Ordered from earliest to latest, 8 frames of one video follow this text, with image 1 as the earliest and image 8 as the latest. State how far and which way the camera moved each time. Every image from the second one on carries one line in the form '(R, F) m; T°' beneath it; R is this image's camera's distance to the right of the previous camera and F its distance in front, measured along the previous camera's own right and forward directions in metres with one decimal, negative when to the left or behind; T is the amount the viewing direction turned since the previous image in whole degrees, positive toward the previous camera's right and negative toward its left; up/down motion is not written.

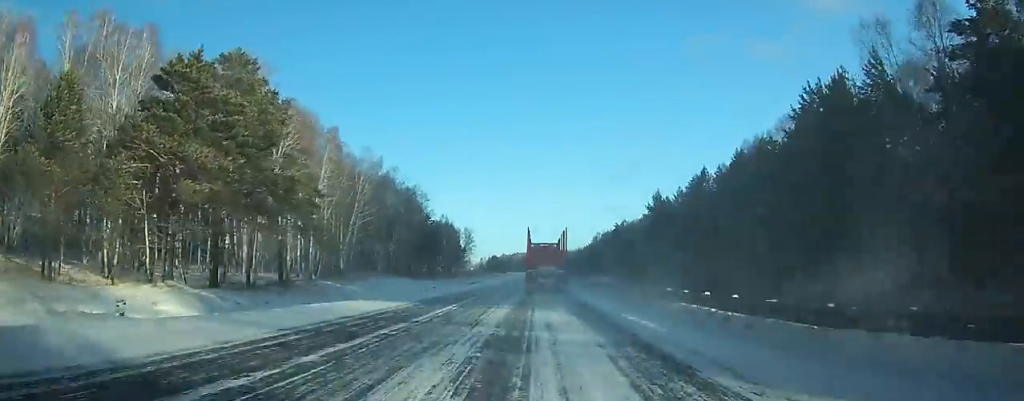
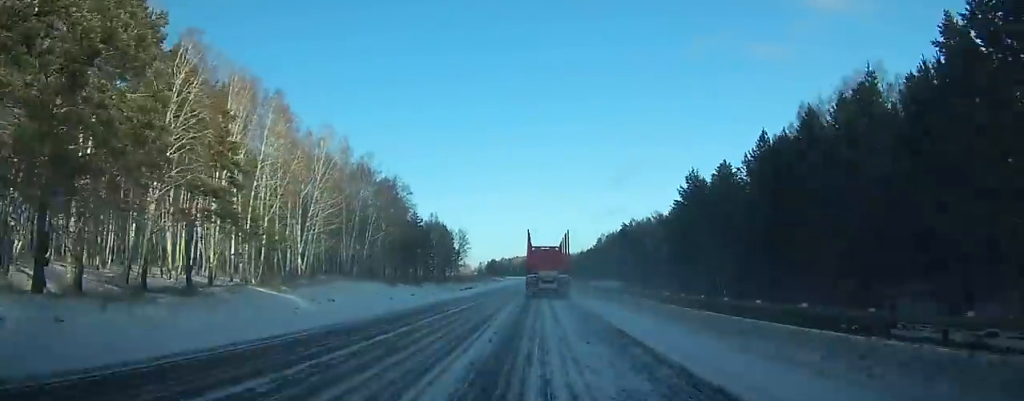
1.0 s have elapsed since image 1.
(0.0, +21.8) m; 0°
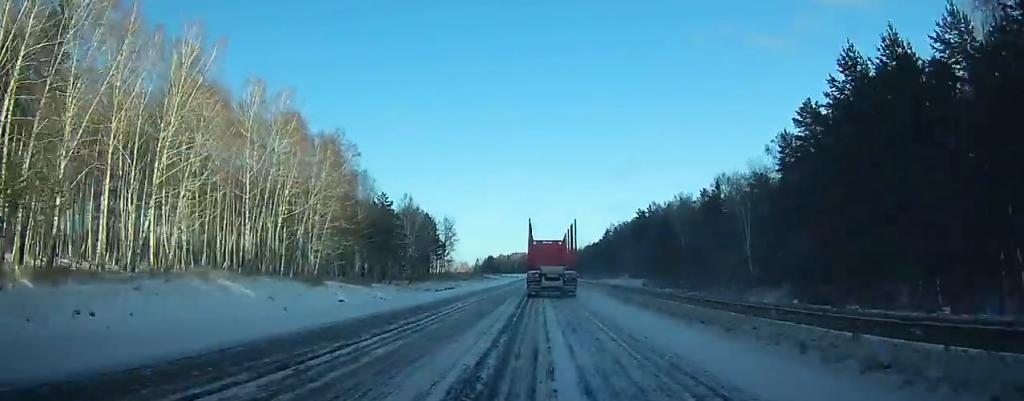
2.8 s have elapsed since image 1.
(-0.1, +39.2) m; 0°
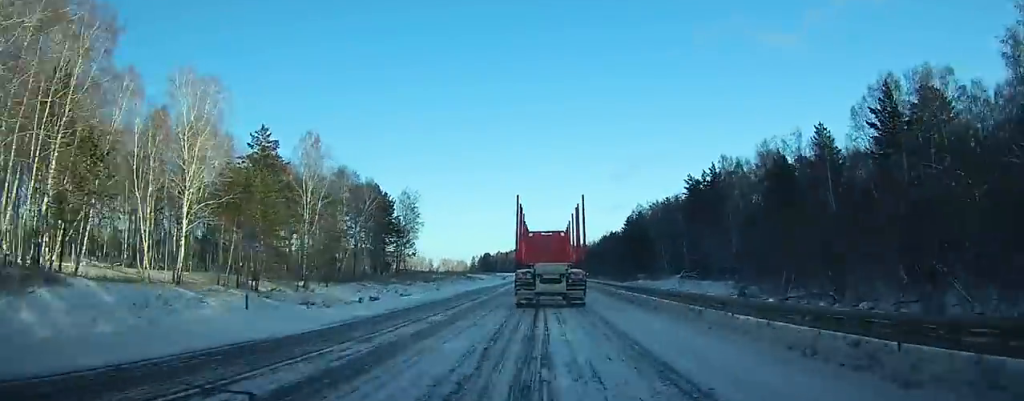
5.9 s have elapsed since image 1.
(-0.4, +67.5) m; 0°
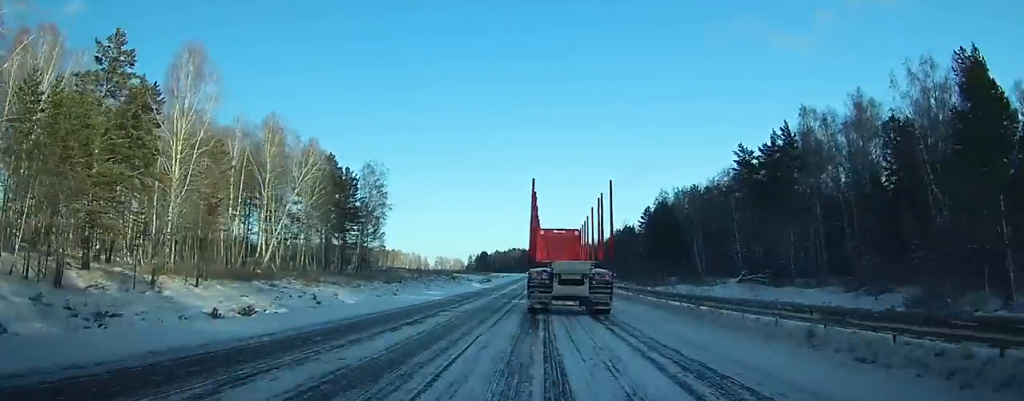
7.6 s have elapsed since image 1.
(+0.4, +34.6) m; +1°
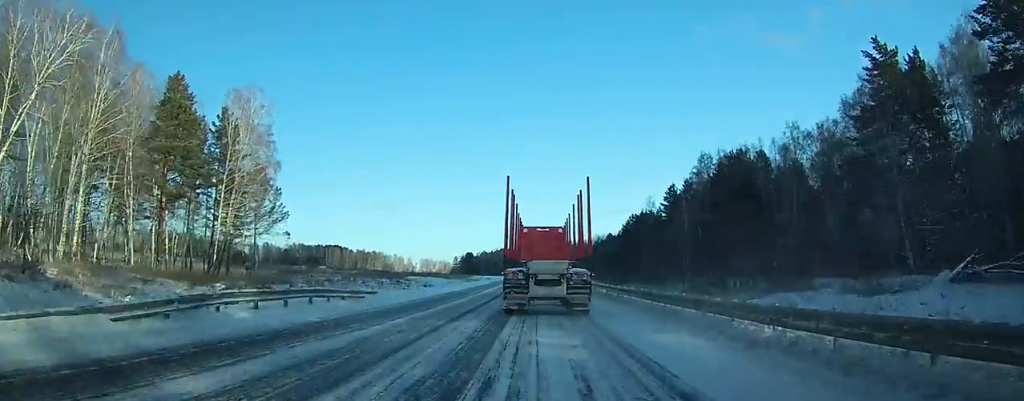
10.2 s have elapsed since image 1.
(+0.5, +51.8) m; +1°
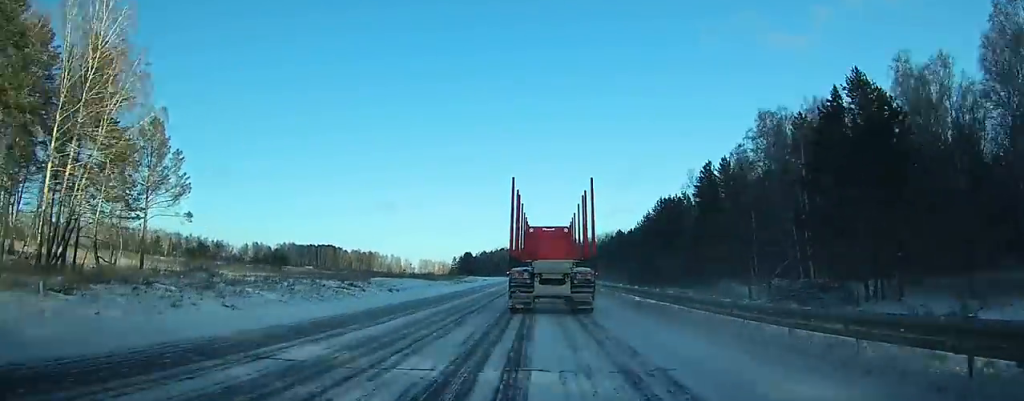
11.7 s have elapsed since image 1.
(+0.1, +29.3) m; 0°
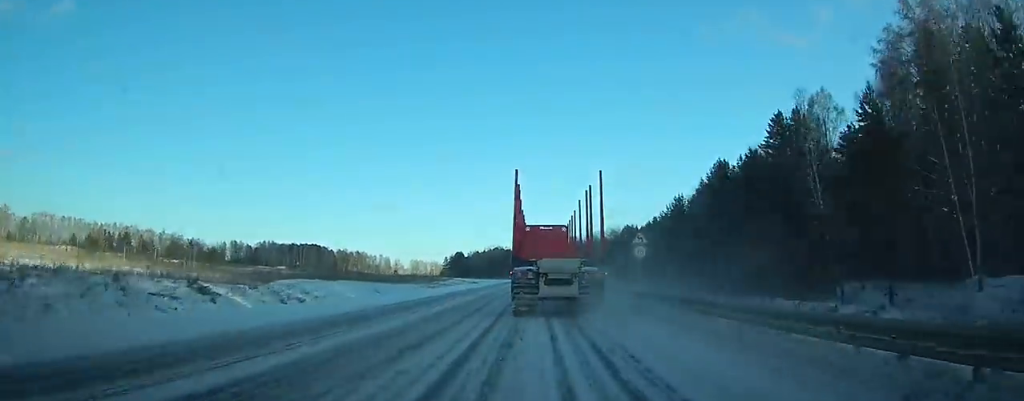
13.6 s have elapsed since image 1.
(-0.3, +35.2) m; -1°
